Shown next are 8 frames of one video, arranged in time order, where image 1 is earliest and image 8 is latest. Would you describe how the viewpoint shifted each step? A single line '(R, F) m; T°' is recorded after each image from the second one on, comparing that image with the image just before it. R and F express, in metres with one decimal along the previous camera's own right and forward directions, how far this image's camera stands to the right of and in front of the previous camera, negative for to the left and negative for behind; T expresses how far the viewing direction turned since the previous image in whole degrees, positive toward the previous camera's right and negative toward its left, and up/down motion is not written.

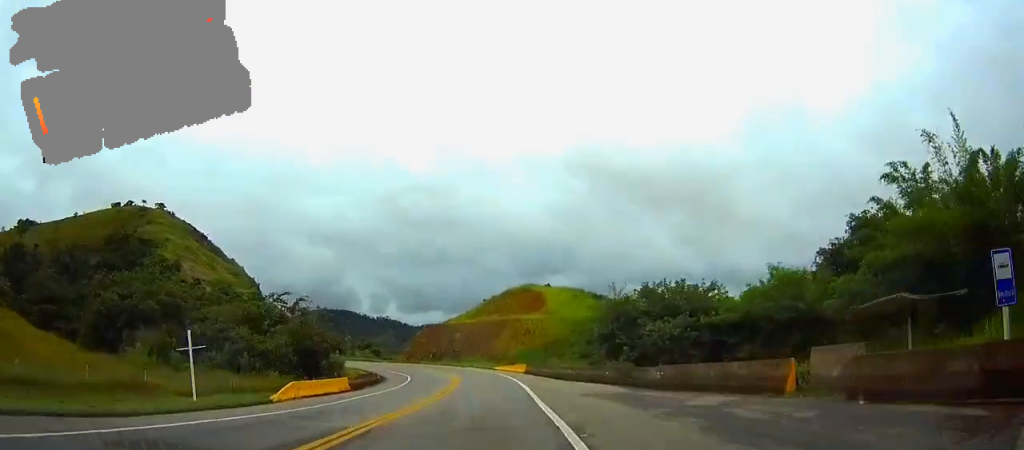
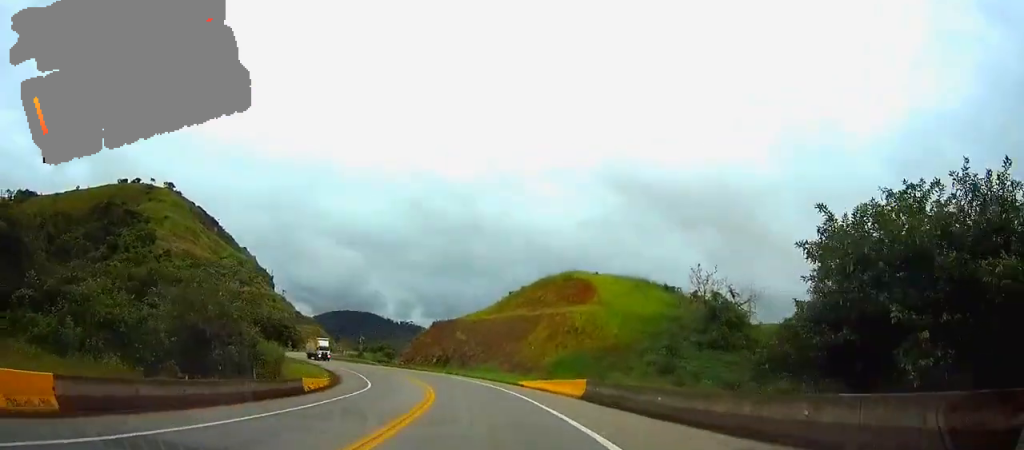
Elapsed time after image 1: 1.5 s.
(-0.3, +33.8) m; -2°
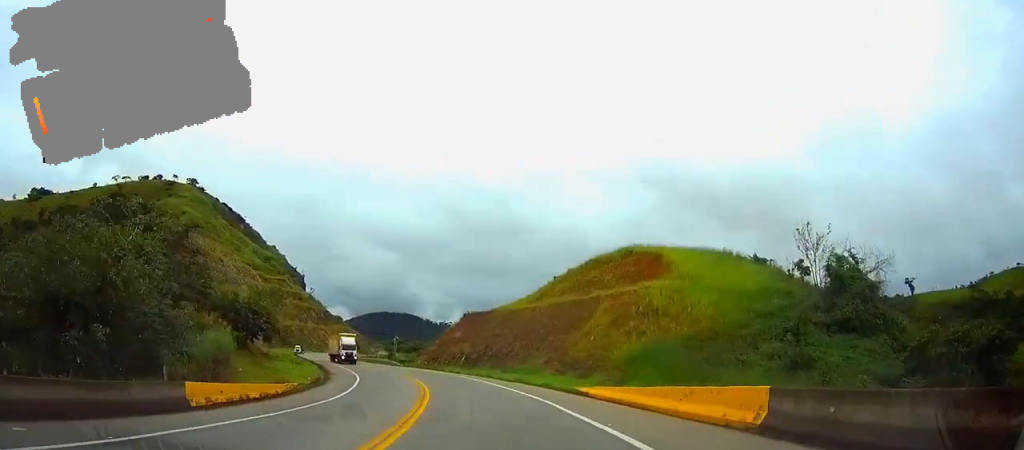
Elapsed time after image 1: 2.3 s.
(-0.4, +19.0) m; -1°
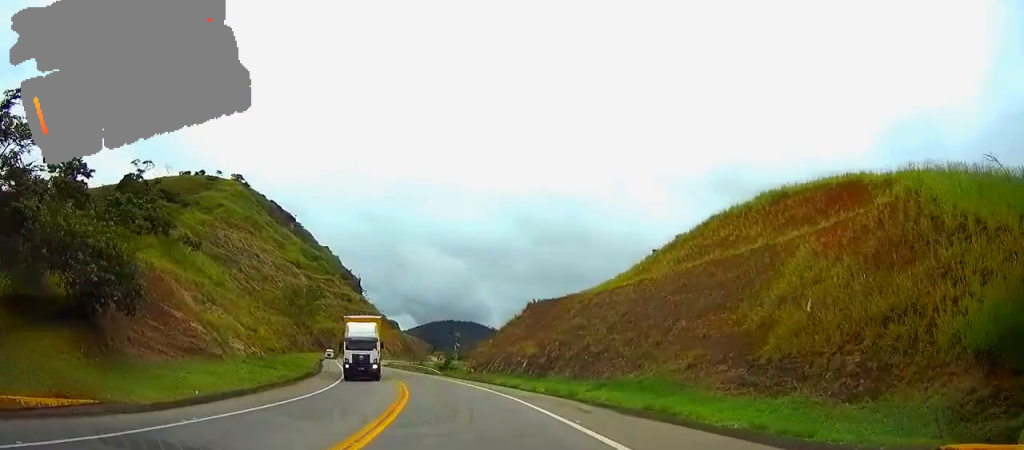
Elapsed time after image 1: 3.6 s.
(-0.6, +28.9) m; -4°
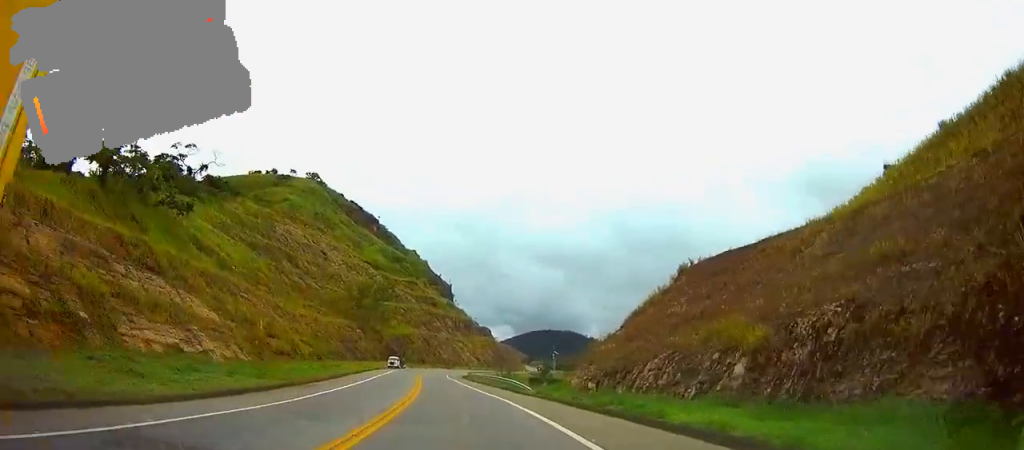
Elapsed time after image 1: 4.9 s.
(-2.4, +32.3) m; -8°
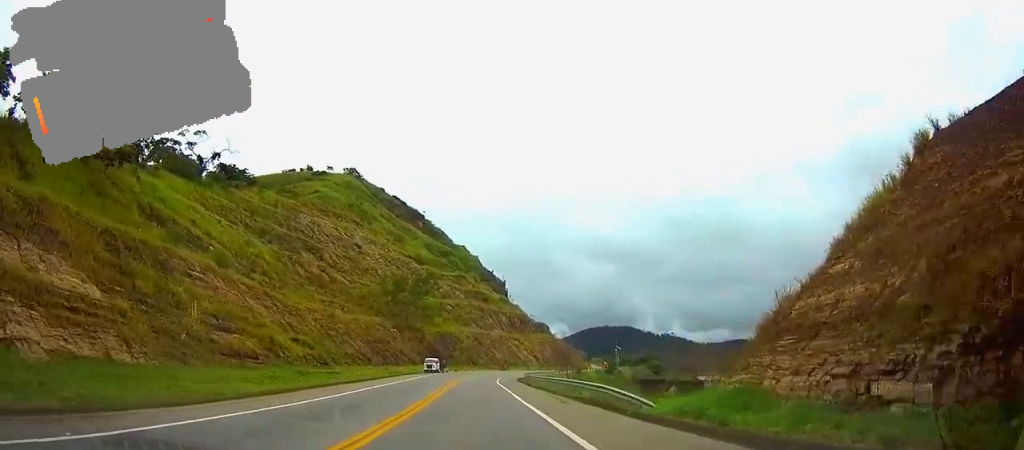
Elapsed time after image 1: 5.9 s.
(-1.0, +24.0) m; -4°
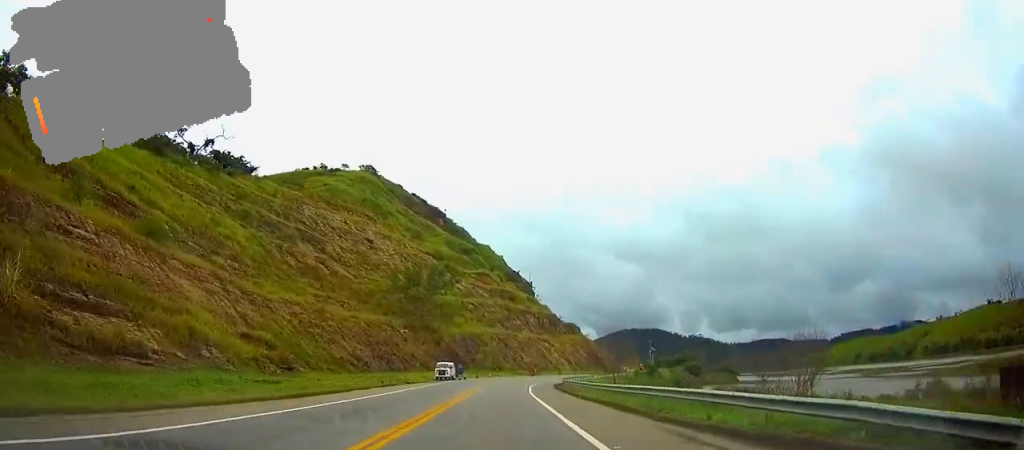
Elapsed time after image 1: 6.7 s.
(-0.4, +19.4) m; -2°
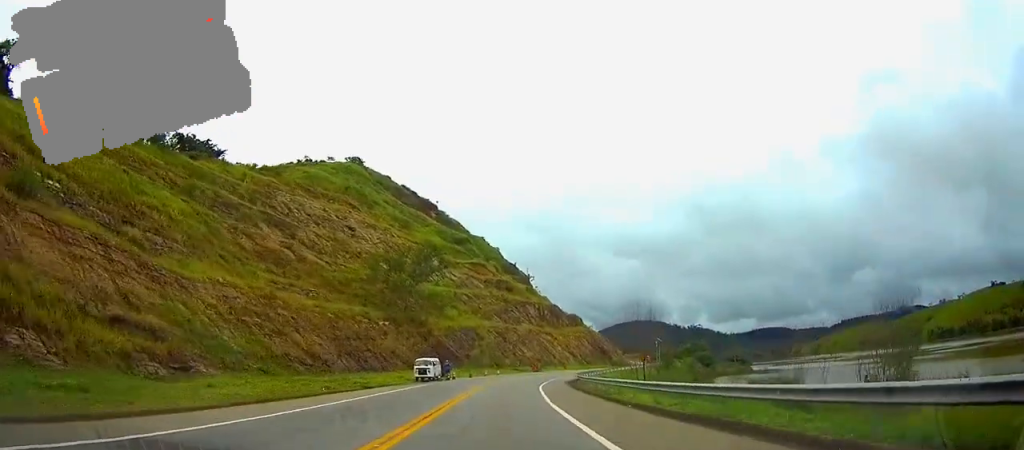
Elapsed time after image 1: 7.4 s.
(-0.2, +17.0) m; -2°
